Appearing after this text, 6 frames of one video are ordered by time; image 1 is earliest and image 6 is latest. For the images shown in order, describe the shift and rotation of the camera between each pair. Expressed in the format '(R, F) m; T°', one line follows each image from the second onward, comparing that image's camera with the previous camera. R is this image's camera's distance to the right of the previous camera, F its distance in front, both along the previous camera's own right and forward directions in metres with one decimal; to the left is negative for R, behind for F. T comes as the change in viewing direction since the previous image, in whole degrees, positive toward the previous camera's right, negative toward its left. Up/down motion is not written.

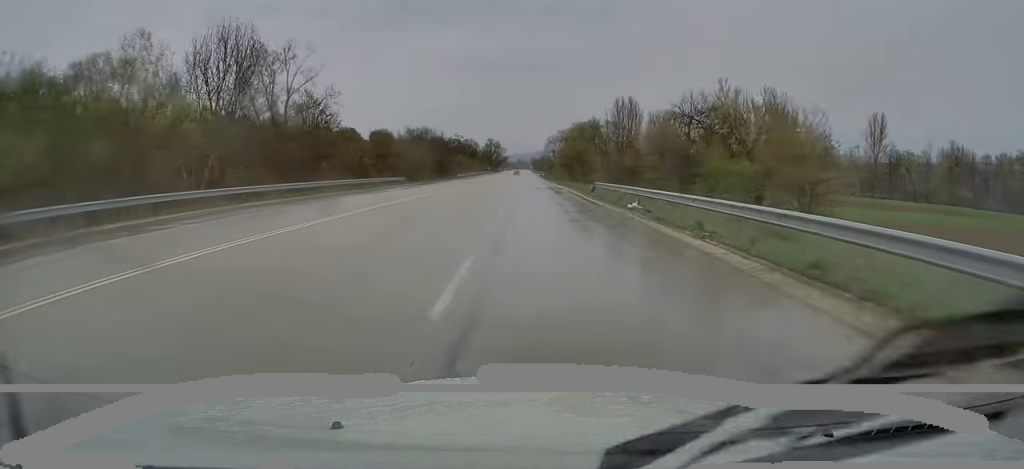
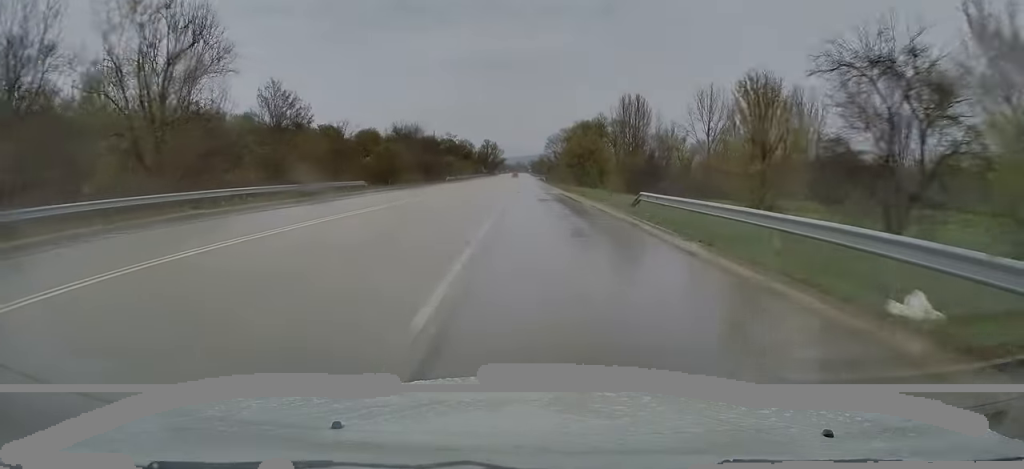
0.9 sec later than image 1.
(+0.1, +17.9) m; +1°
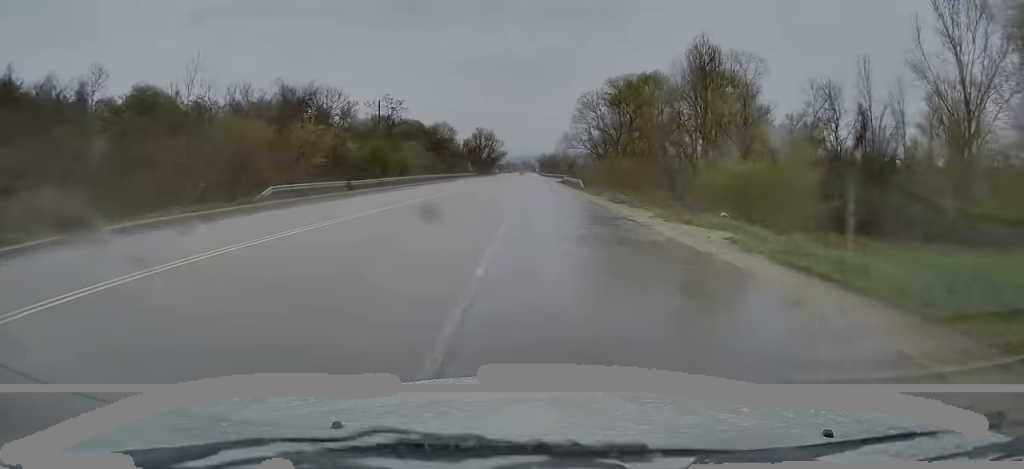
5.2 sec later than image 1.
(-1.3, +84.7) m; -1°
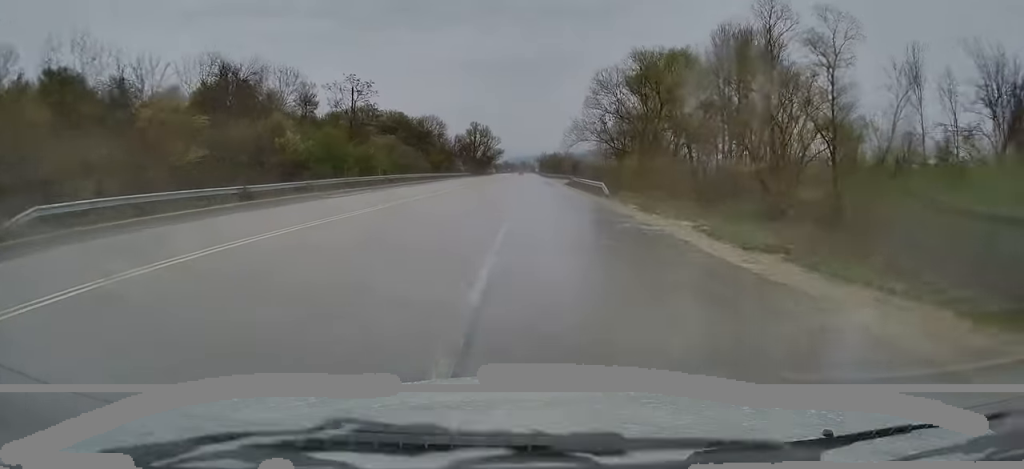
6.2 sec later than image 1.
(+0.1, +19.0) m; 0°
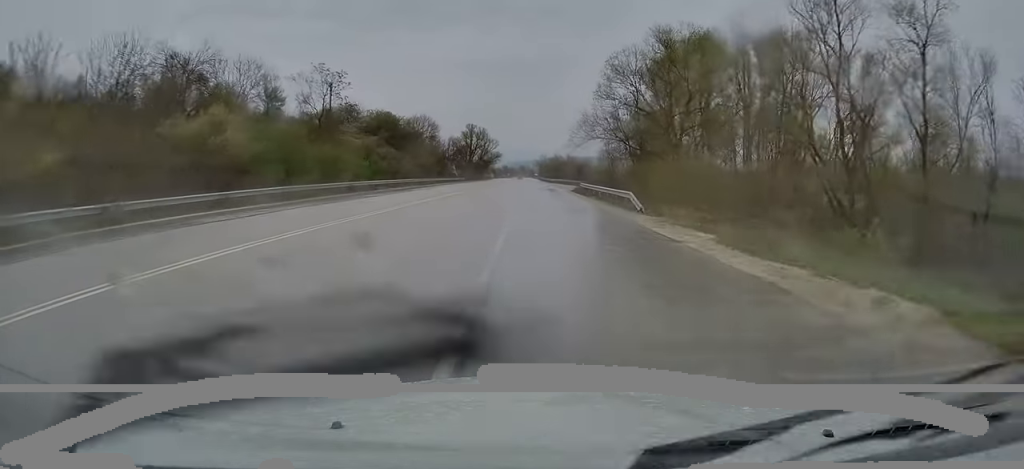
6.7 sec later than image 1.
(0.0, +11.6) m; -1°
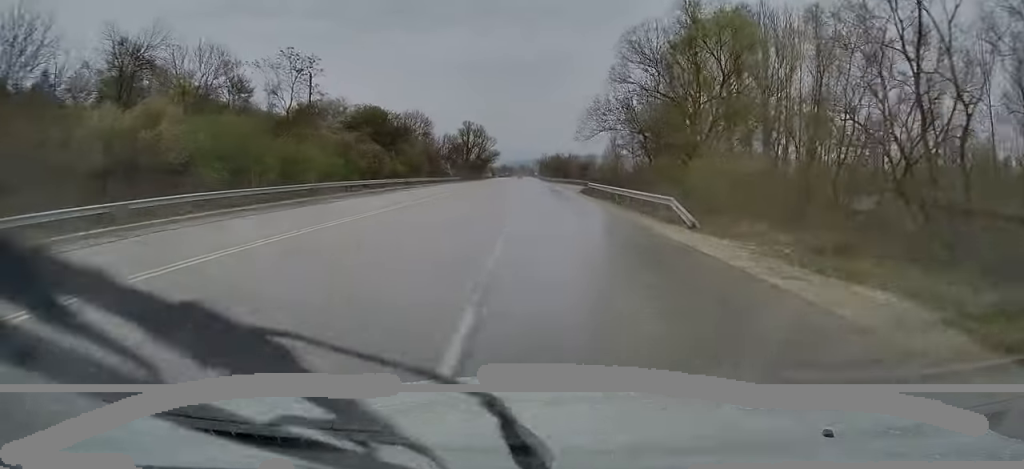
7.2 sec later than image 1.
(0.0, +8.9) m; 0°
